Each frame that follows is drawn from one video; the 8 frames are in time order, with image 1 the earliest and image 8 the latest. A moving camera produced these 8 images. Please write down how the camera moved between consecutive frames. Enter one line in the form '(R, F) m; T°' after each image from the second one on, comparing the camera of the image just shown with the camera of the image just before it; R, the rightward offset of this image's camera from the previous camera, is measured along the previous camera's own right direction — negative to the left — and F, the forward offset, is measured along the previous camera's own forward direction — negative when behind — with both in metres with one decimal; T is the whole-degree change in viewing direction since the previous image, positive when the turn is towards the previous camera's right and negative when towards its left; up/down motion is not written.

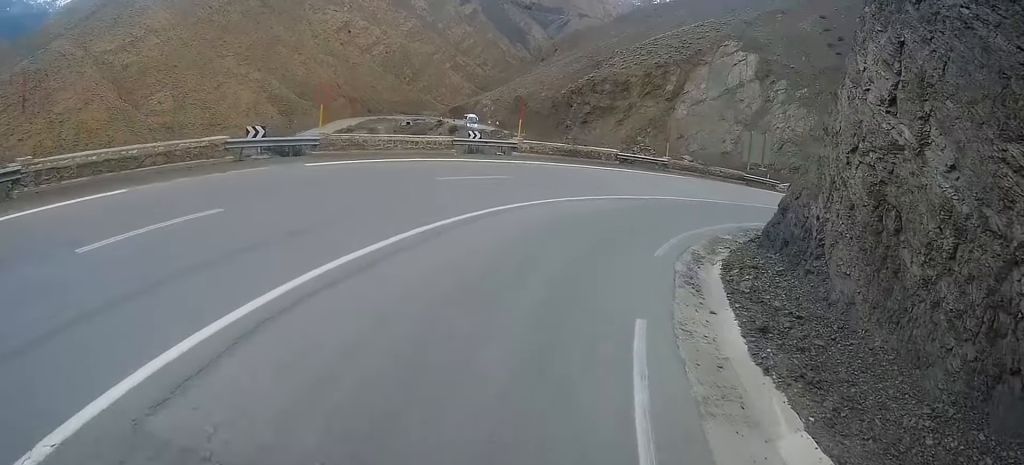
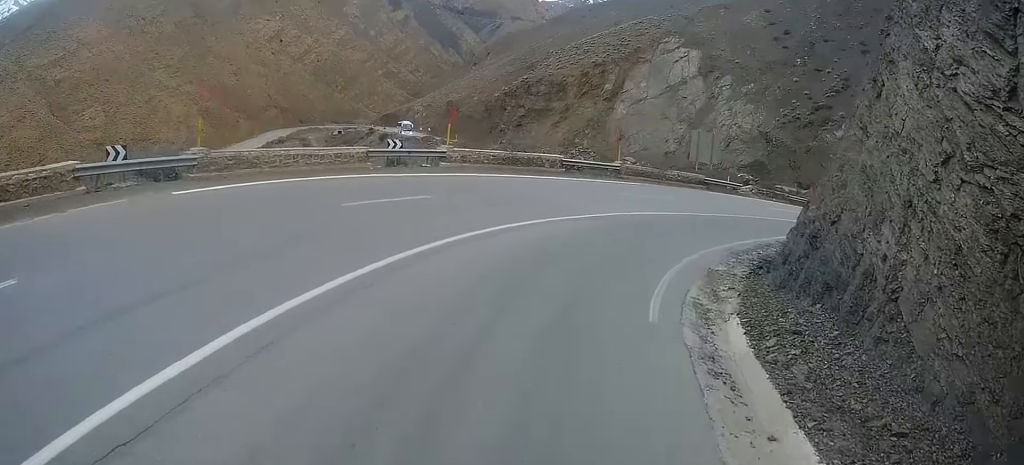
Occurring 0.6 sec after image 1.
(0.0, +5.0) m; +4°
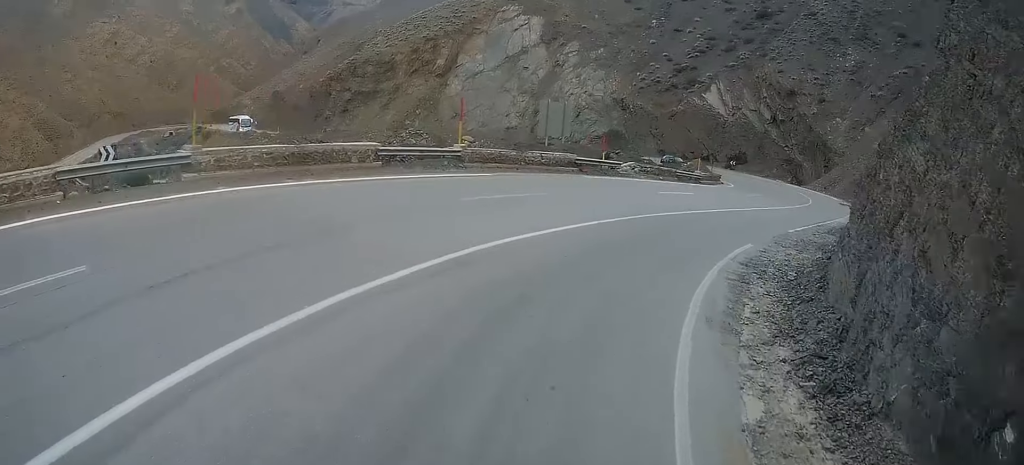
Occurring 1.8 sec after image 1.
(+0.9, +9.9) m; +19°
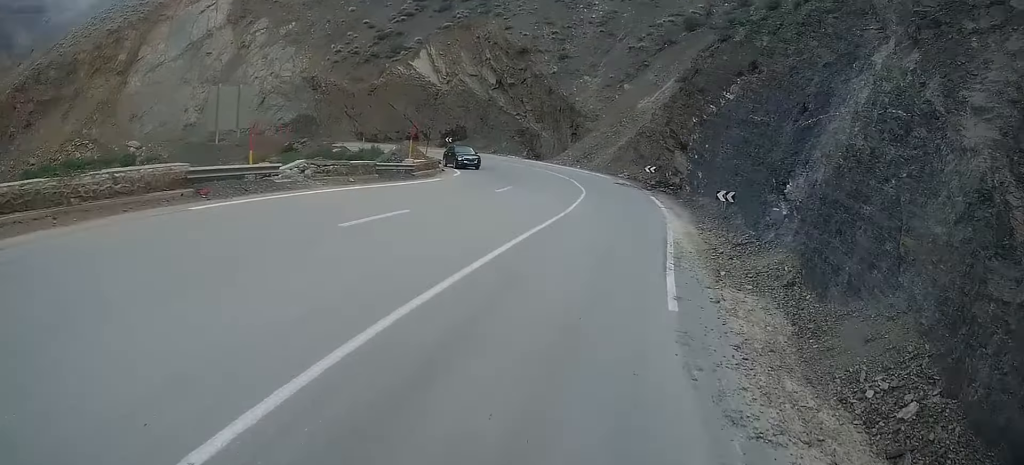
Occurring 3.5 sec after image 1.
(+4.7, +14.5) m; +26°
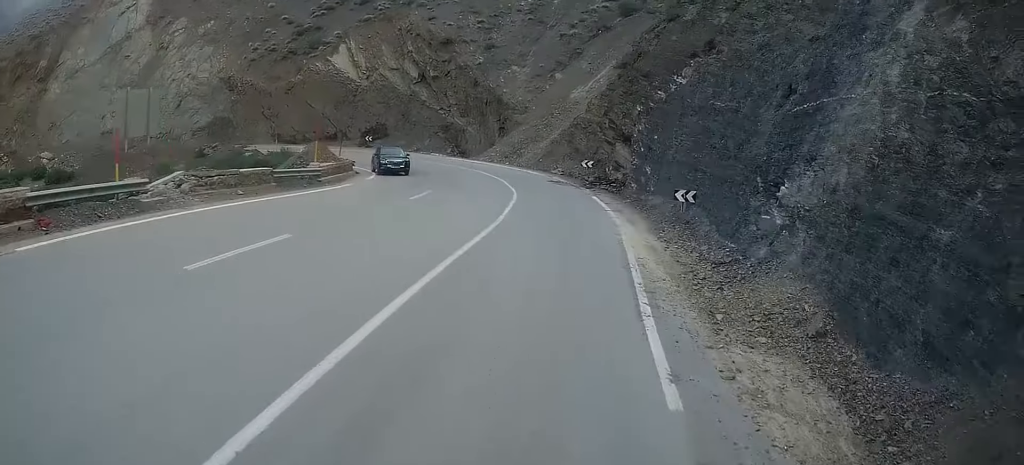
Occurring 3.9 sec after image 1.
(+0.3, +4.4) m; +2°
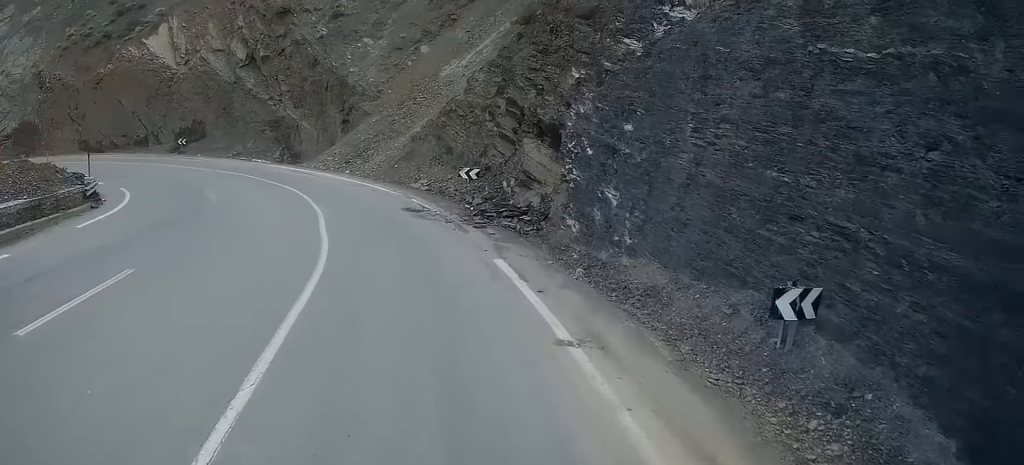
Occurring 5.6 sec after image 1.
(-0.6, +15.5) m; -4°
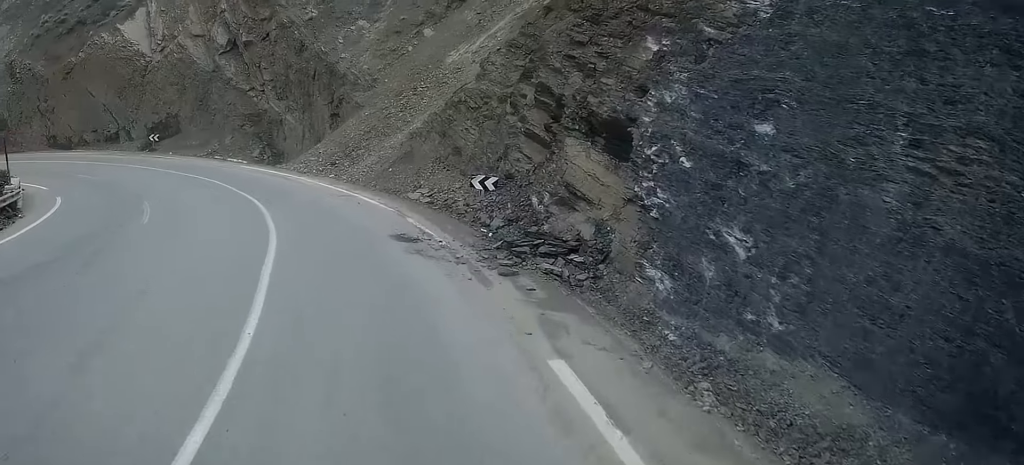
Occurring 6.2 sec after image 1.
(-0.1, +6.0) m; -1°
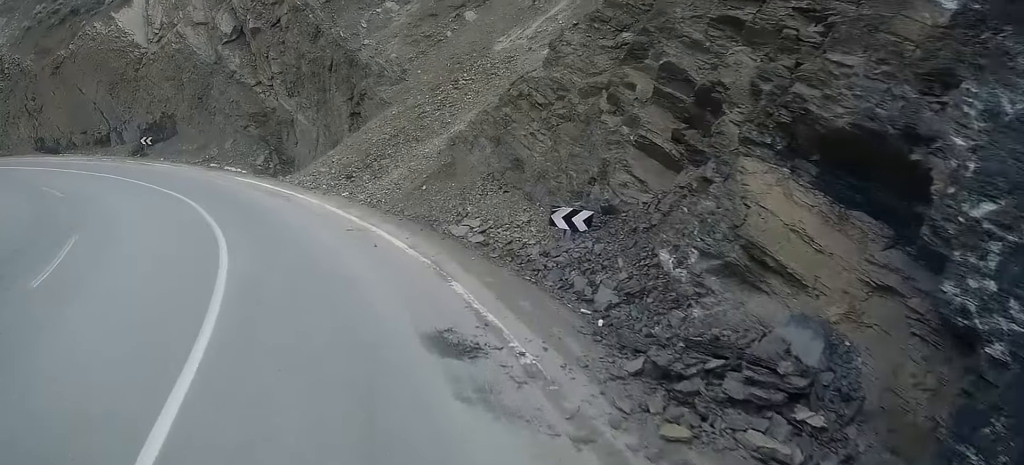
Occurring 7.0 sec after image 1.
(+0.1, +6.8) m; -2°
